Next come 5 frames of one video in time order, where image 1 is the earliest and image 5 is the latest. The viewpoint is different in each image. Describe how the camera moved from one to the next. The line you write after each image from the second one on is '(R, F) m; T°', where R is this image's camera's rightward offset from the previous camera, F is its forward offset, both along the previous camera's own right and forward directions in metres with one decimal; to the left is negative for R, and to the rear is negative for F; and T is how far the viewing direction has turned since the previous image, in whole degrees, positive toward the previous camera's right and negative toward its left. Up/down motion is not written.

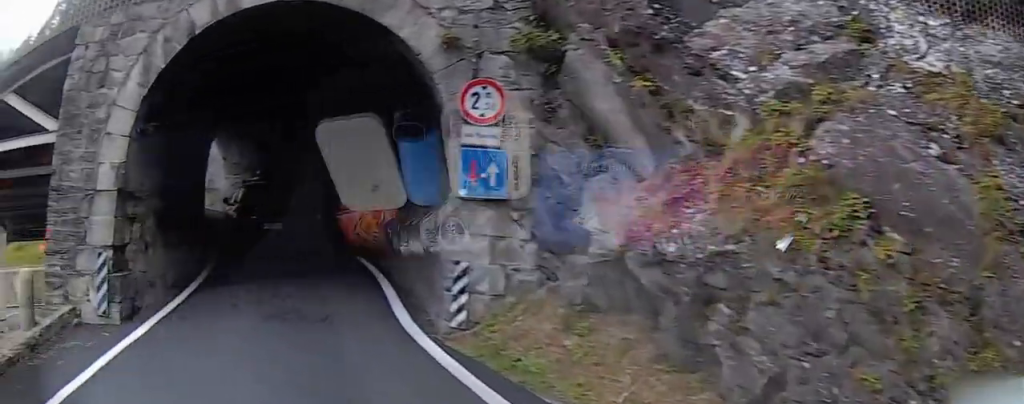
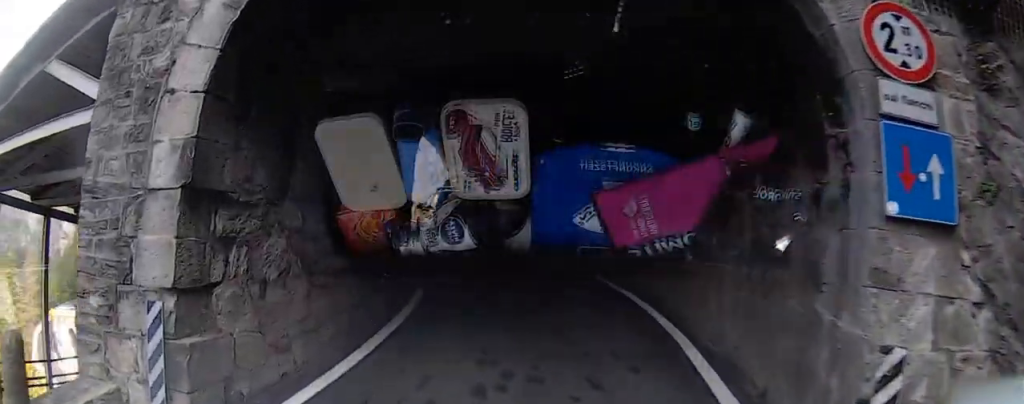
(-0.3, +2.6) m; -23°
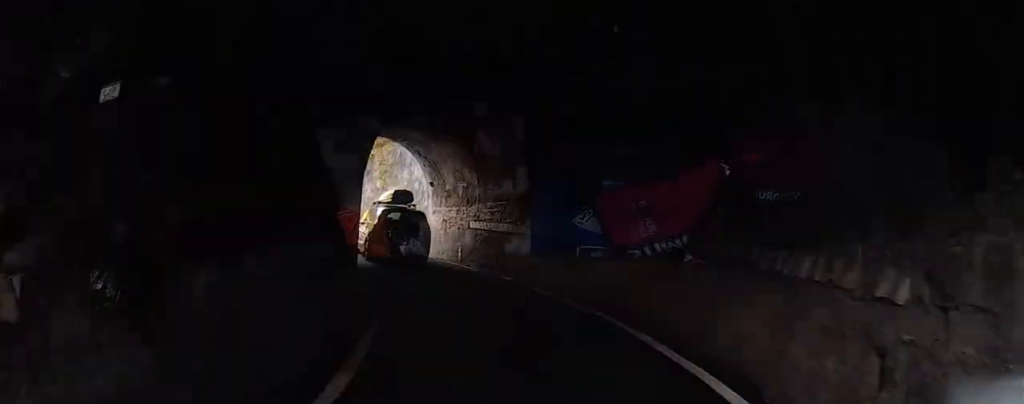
(-0.9, +3.2) m; -22°
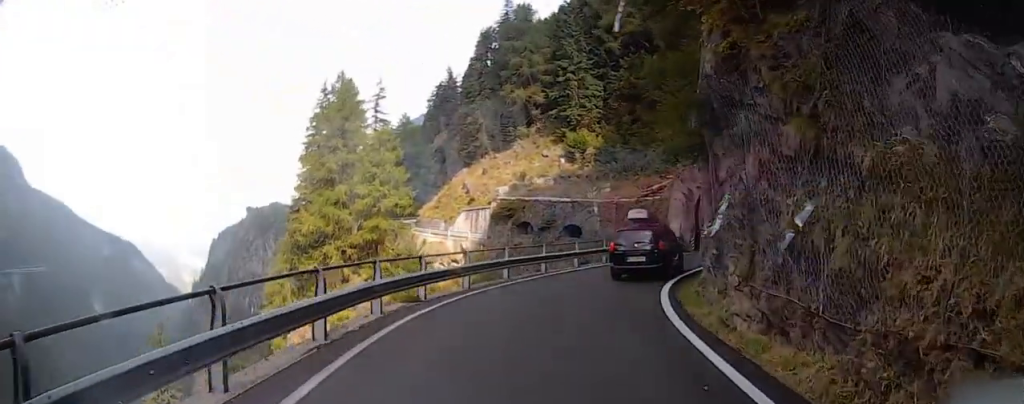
(-12.4, +17.5) m; -47°
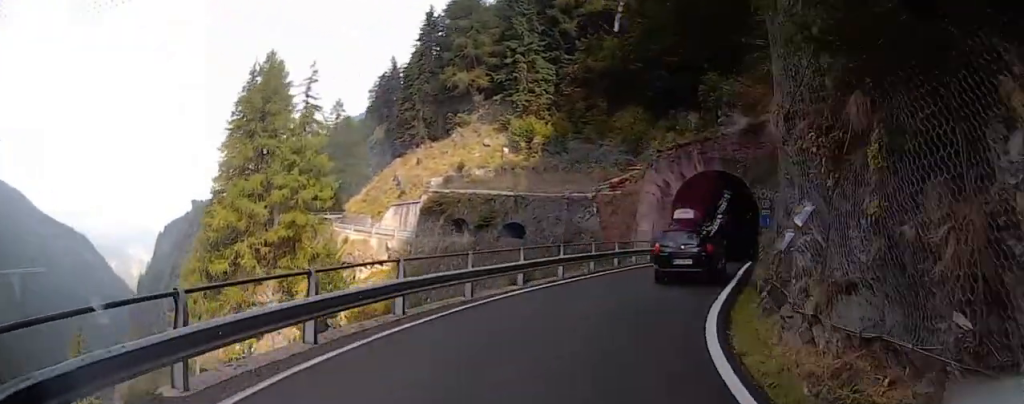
(+0.6, +7.9) m; +8°
